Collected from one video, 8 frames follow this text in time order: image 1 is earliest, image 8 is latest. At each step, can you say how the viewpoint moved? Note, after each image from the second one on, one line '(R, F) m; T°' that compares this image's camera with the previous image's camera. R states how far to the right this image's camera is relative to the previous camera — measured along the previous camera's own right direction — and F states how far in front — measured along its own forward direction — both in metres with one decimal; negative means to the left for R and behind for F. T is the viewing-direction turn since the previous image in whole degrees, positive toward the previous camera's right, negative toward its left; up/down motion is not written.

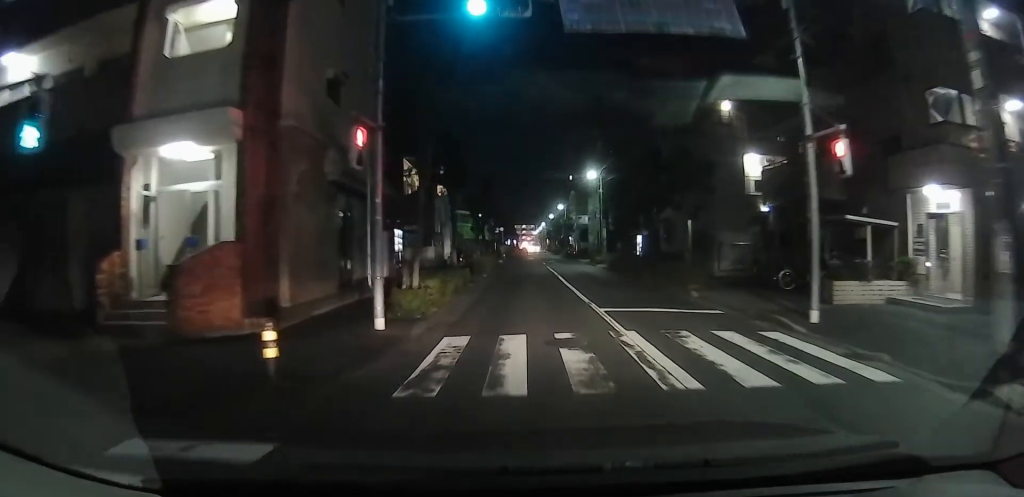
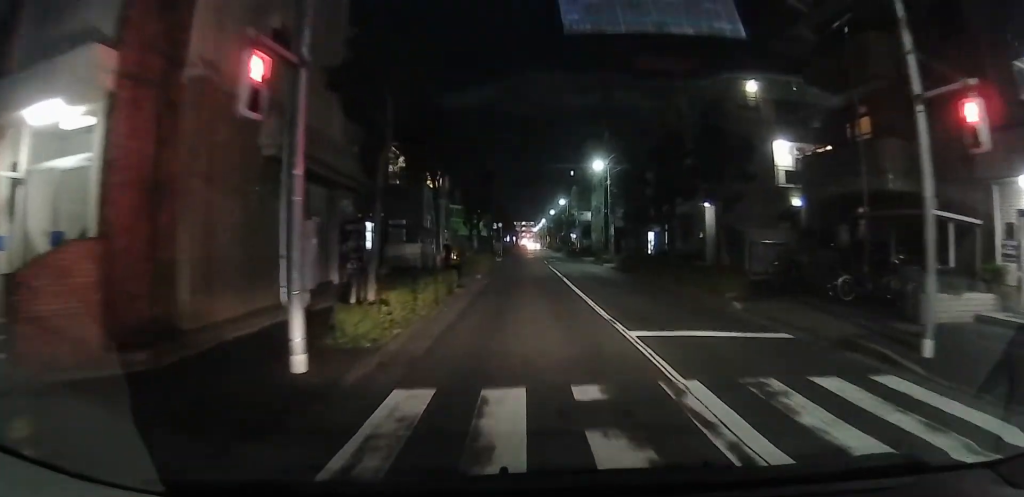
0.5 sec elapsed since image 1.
(+0.1, +3.6) m; +4°
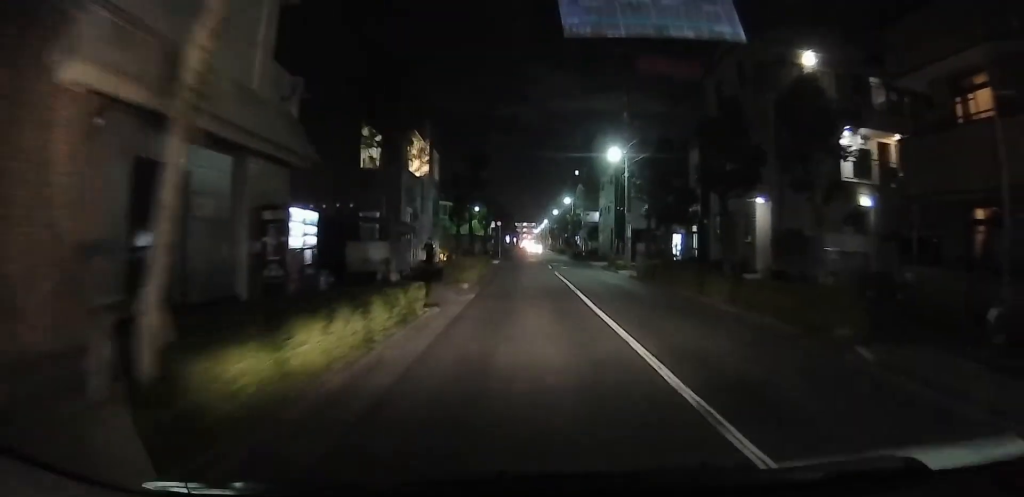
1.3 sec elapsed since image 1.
(+0.8, +5.6) m; +2°
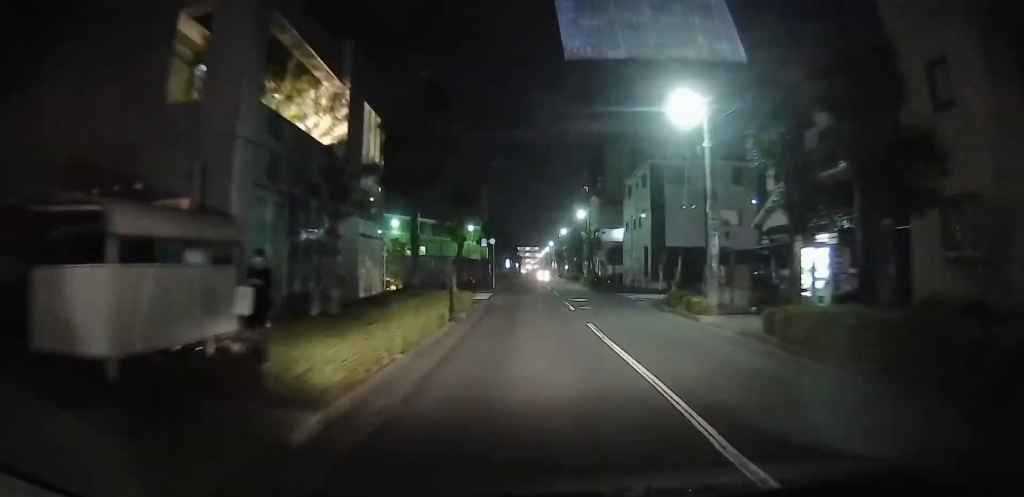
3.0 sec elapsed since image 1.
(-1.5, +14.7) m; -3°
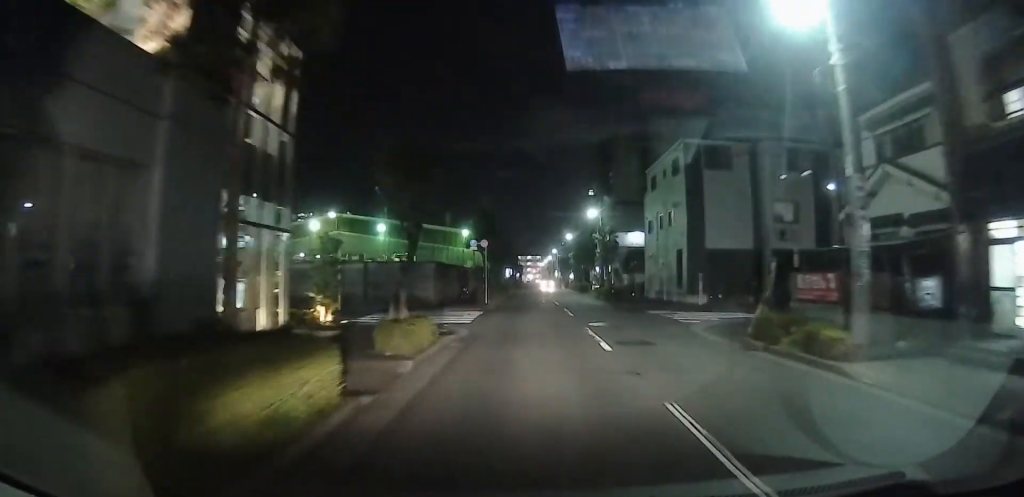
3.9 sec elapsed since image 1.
(+0.4, +9.3) m; -1°
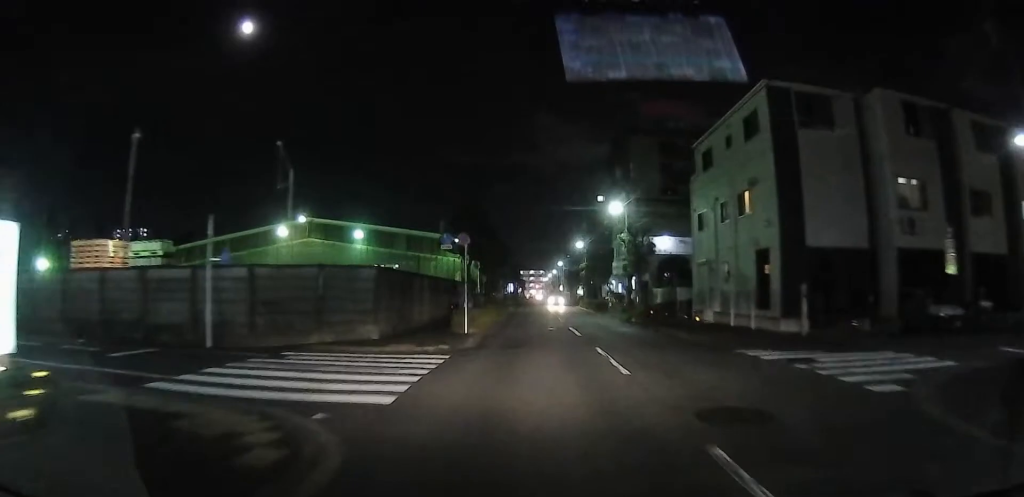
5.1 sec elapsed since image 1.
(-0.9, +12.2) m; -2°
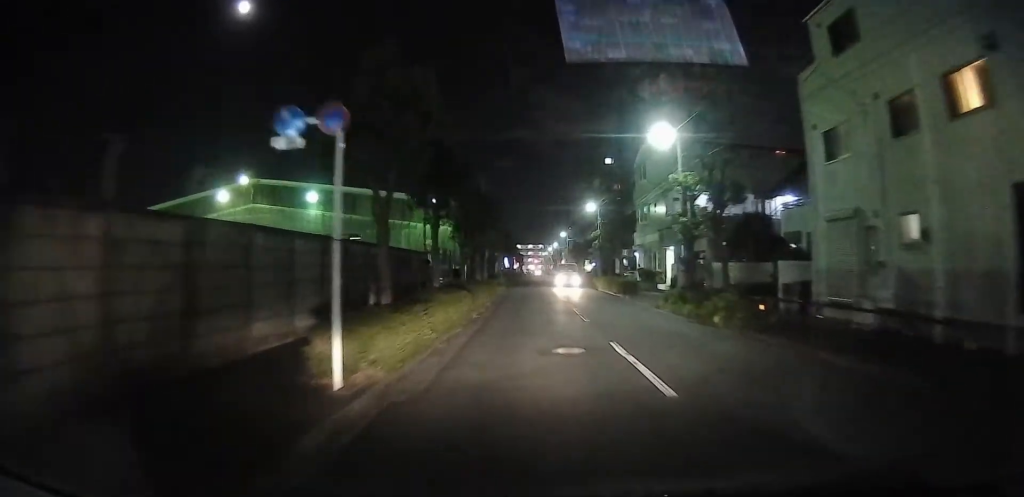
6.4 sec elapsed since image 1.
(+0.8, +13.8) m; +1°
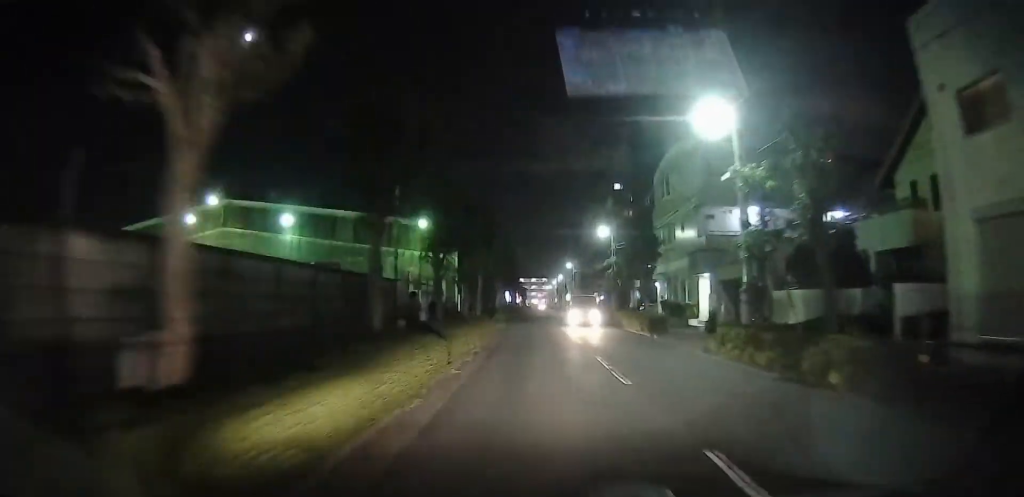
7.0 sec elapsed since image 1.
(-0.6, +6.2) m; 0°
